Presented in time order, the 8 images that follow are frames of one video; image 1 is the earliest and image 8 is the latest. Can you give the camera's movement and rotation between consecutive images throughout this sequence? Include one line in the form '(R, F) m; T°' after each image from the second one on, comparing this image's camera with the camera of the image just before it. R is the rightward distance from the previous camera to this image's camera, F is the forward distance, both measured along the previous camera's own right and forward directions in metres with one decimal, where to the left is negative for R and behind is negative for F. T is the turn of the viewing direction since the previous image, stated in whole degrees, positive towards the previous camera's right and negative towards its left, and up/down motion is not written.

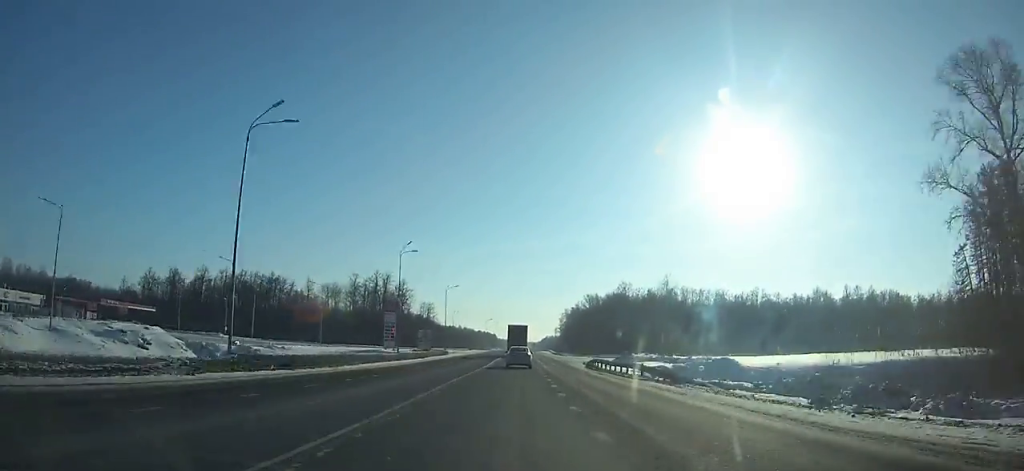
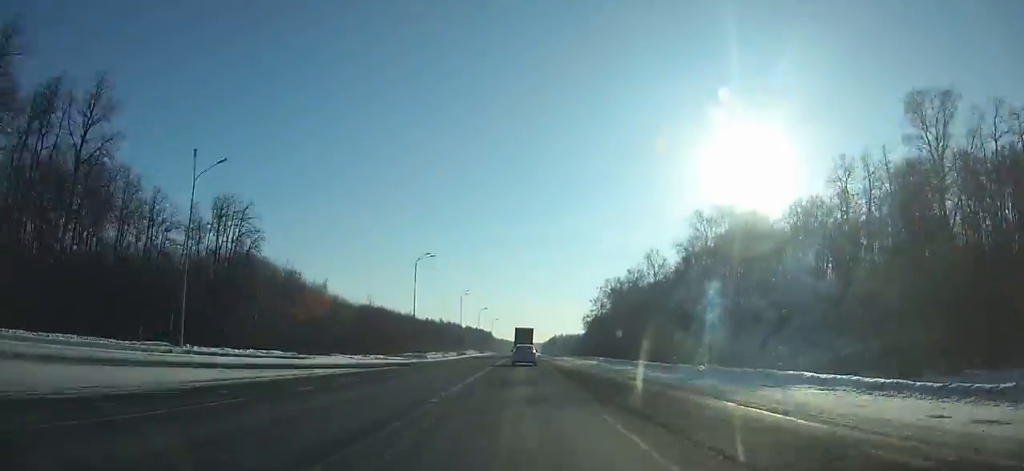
(+0.2, +154.8) m; 0°
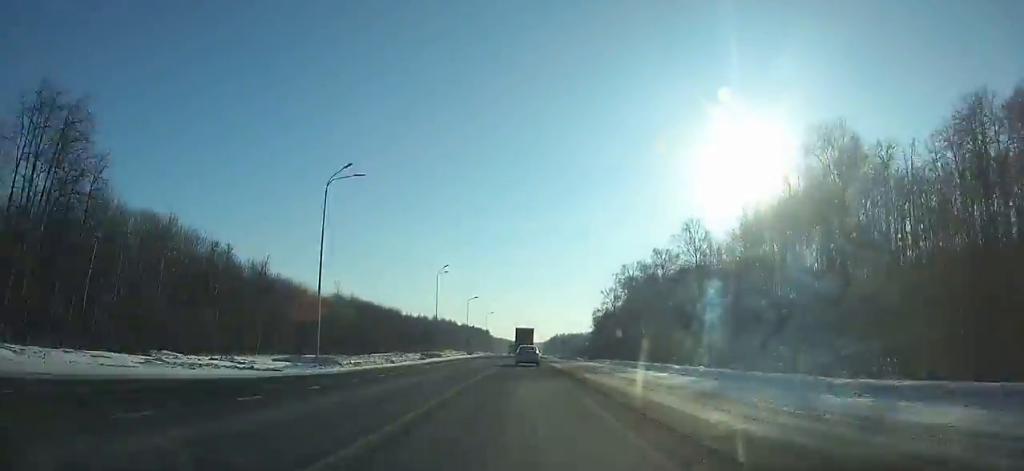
(+0.1, +31.2) m; 0°
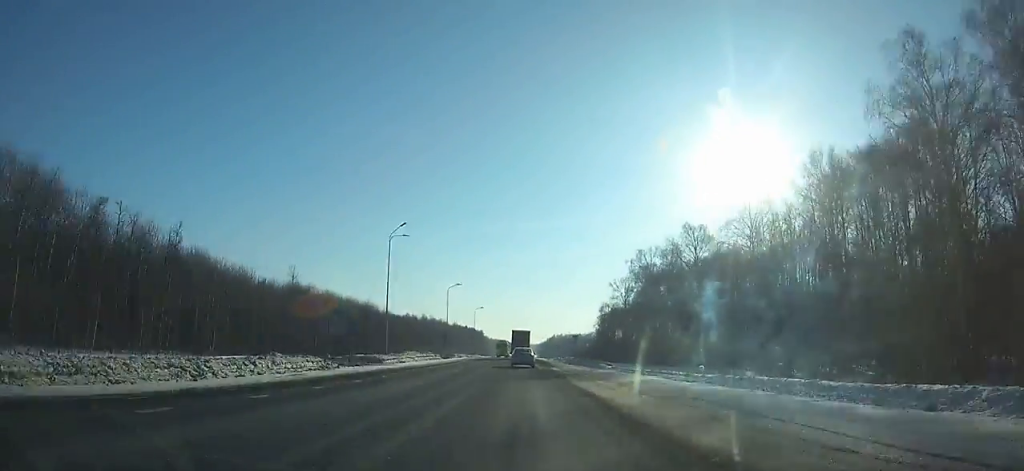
(+0.1, +27.2) m; 0°
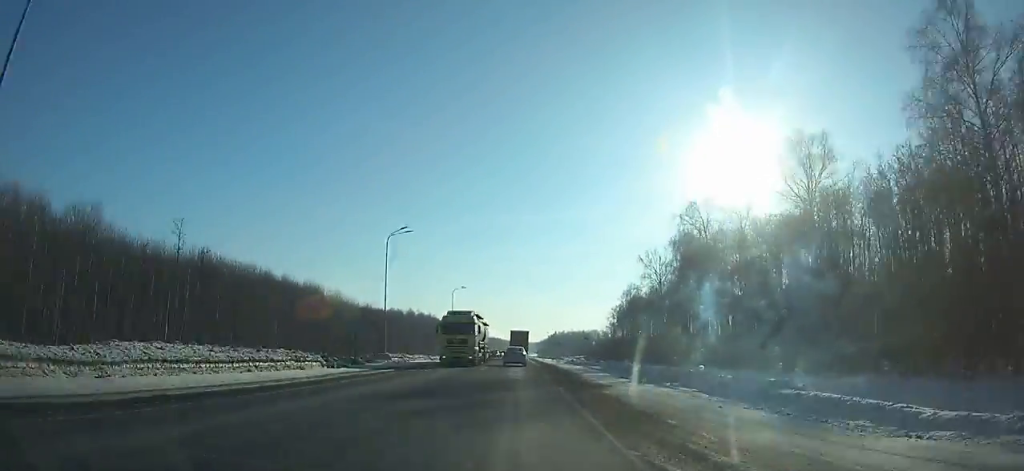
(0.0, +42.1) m; 0°
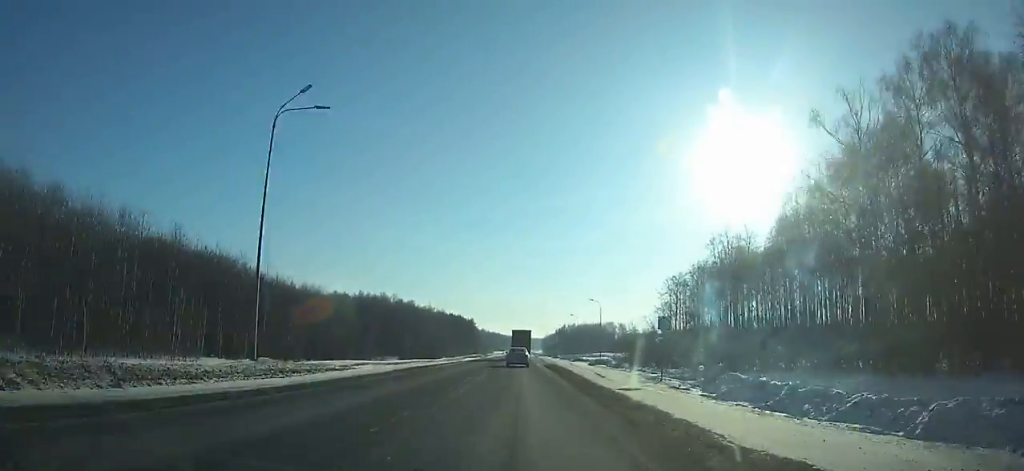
(-0.1, +71.9) m; 0°
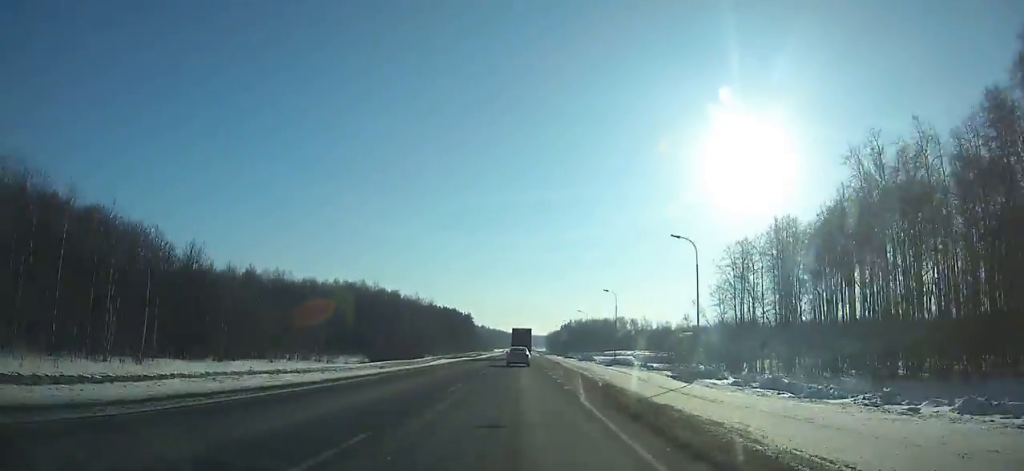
(0.0, +38.1) m; 0°
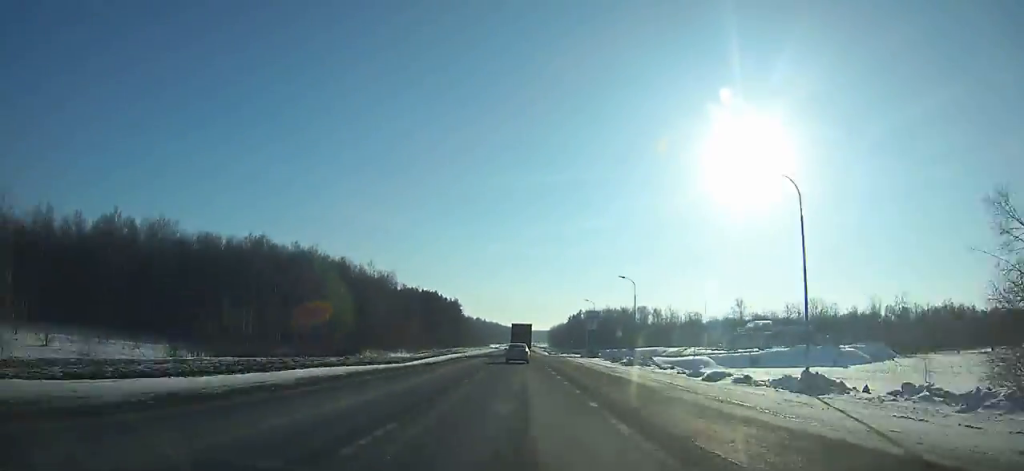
(-0.2, +69.6) m; 0°
